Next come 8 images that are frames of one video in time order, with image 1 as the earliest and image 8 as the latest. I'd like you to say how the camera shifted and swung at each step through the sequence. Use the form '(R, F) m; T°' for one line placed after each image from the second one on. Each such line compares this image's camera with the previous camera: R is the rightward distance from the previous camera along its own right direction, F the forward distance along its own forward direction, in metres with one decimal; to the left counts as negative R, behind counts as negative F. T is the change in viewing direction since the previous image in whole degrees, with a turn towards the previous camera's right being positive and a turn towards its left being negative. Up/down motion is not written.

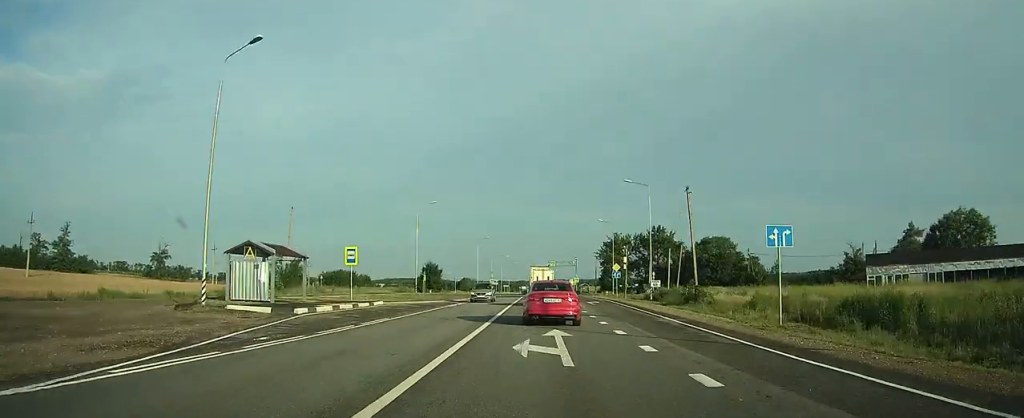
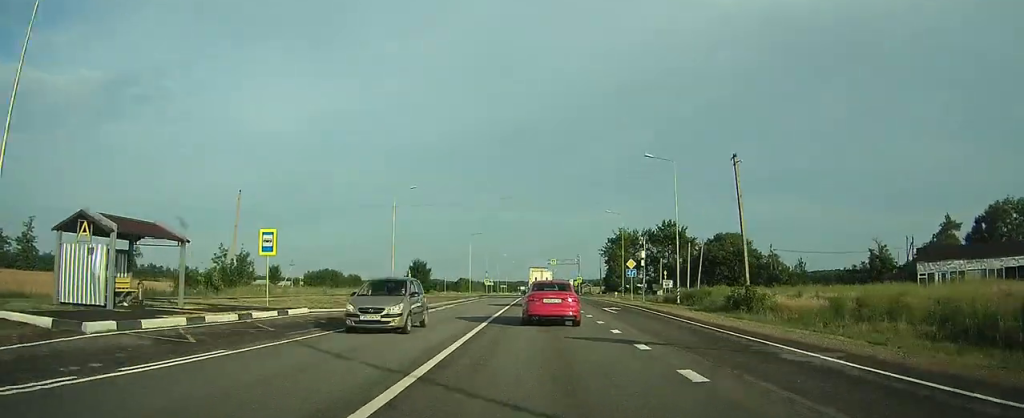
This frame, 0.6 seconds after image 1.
(0.0, +11.8) m; 0°
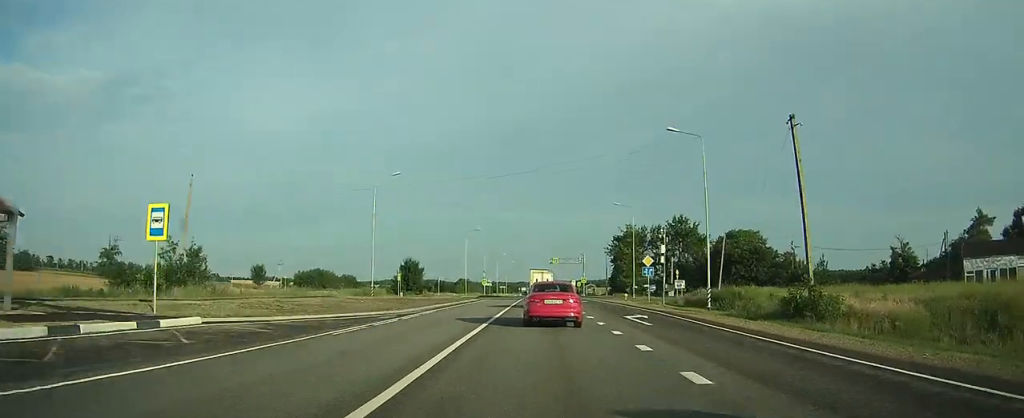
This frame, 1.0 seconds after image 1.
(0.0, +8.2) m; 0°
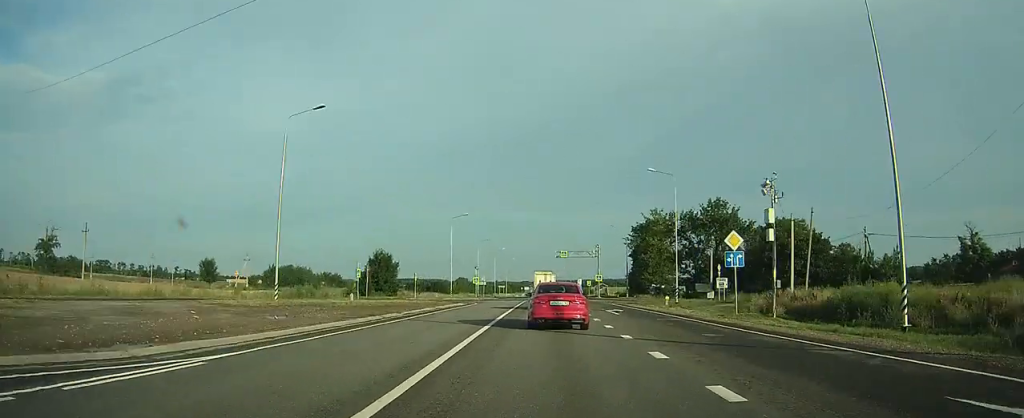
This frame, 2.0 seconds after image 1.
(+0.1, +20.8) m; 0°
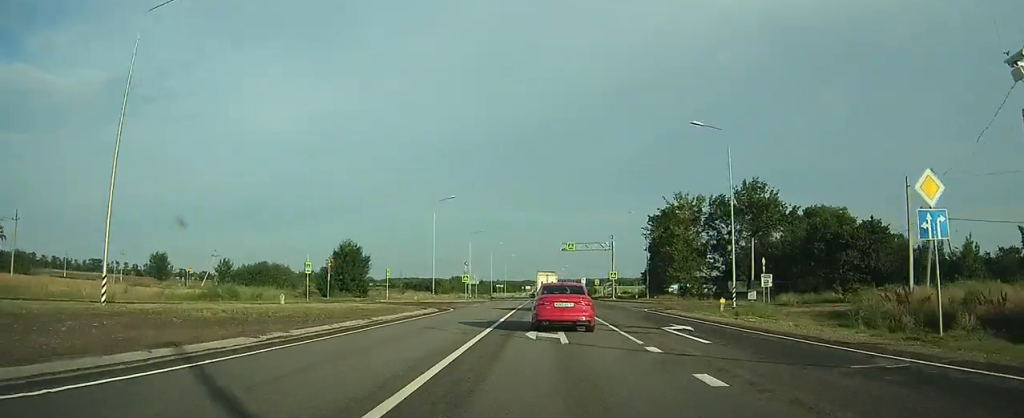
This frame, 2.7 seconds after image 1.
(0.0, +14.2) m; 0°
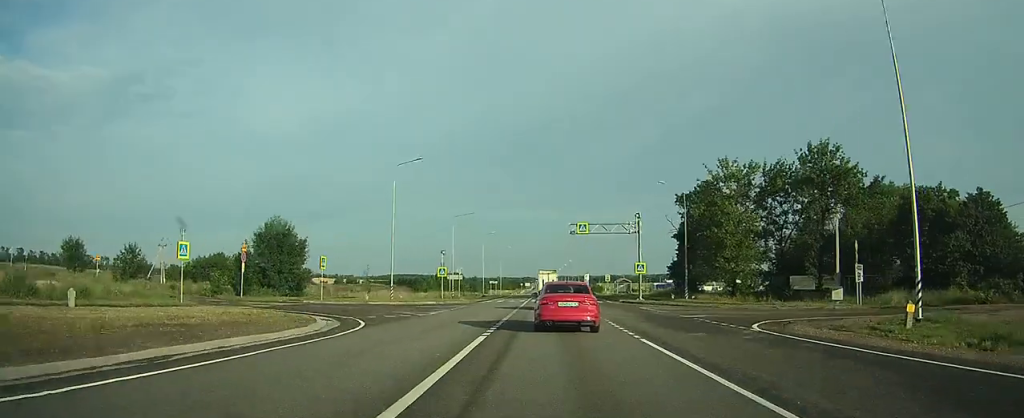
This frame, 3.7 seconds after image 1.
(-0.1, +17.2) m; 0°
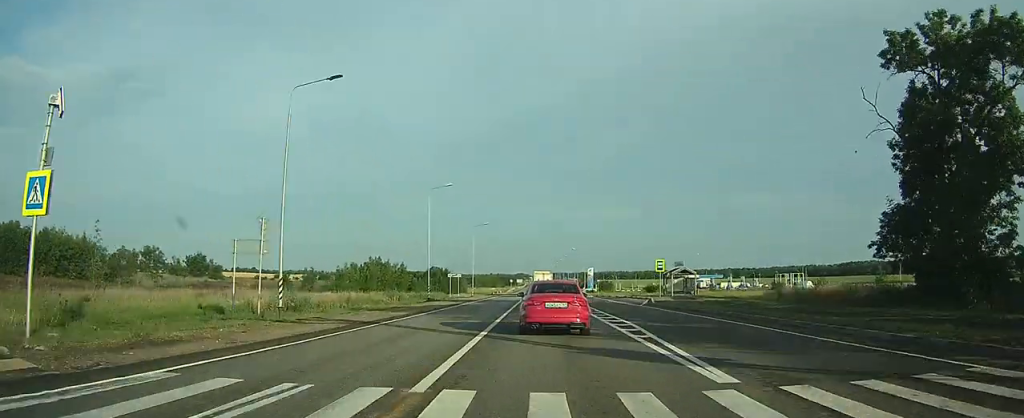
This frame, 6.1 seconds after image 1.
(-0.1, +40.7) m; 0°
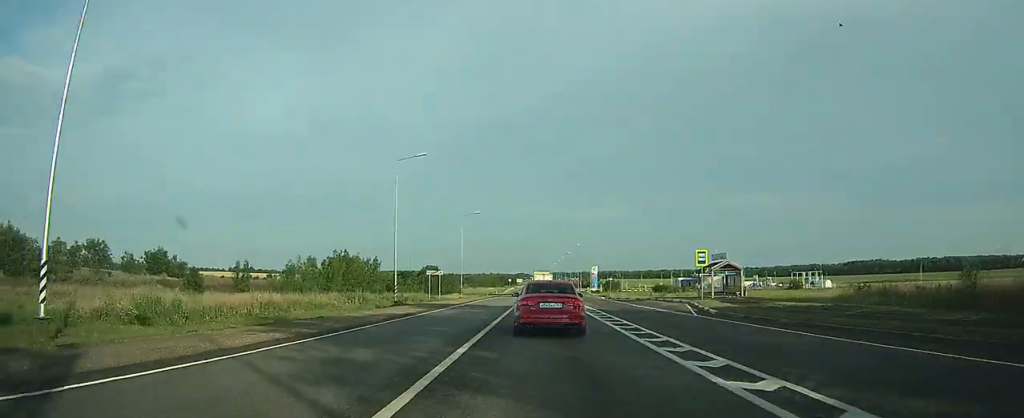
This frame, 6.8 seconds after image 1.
(0.0, +13.4) m; 0°
